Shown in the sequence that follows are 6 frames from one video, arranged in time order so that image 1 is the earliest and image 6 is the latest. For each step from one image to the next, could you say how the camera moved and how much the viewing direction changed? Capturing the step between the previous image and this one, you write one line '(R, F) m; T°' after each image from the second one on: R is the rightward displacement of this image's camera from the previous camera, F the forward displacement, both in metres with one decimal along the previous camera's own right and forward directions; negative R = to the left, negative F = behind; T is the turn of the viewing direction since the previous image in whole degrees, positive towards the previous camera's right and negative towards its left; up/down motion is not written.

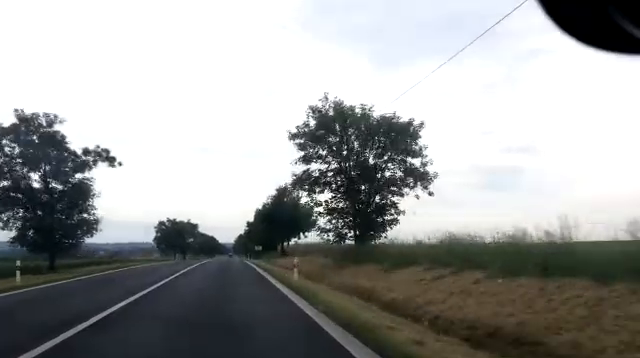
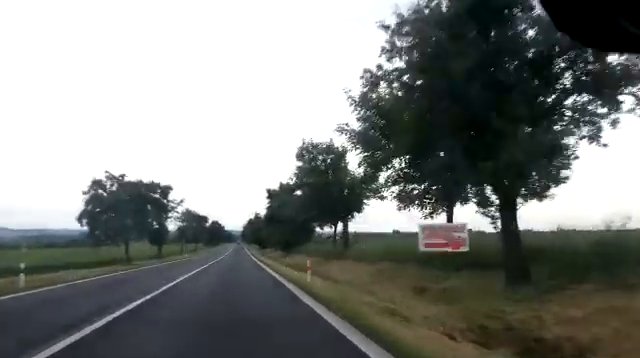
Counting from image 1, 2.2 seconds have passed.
(-0.6, +45.8) m; -1°
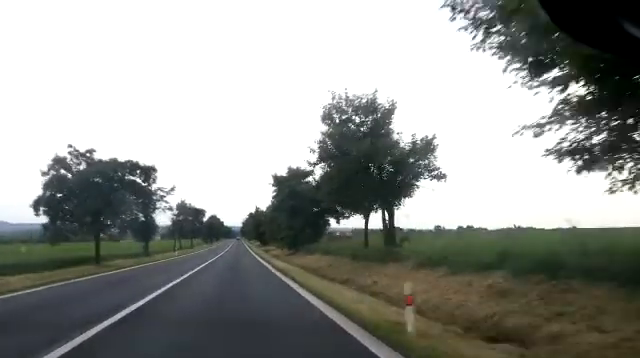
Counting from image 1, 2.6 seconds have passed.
(0.0, +9.5) m; 0°
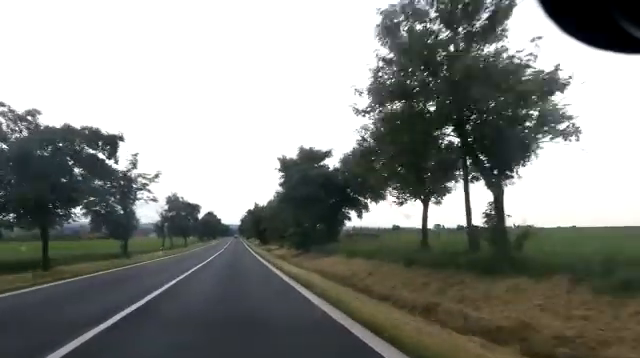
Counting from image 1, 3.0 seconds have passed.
(0.0, +9.5) m; 0°
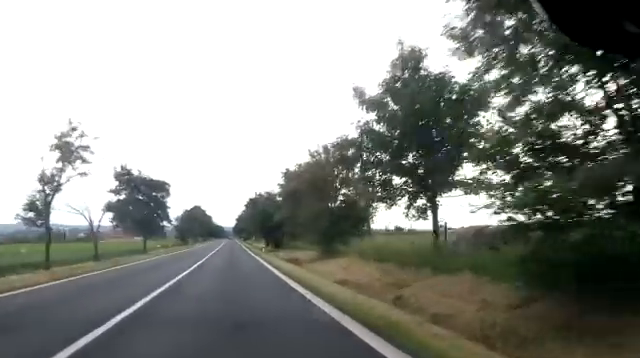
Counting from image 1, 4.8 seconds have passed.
(+0.7, +40.2) m; +1°
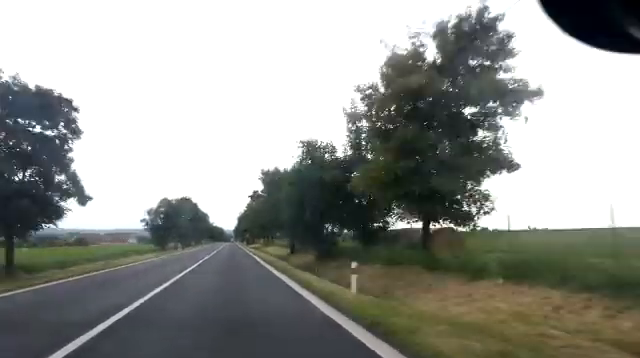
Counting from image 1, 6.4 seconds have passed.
(-0.4, +35.1) m; -1°
